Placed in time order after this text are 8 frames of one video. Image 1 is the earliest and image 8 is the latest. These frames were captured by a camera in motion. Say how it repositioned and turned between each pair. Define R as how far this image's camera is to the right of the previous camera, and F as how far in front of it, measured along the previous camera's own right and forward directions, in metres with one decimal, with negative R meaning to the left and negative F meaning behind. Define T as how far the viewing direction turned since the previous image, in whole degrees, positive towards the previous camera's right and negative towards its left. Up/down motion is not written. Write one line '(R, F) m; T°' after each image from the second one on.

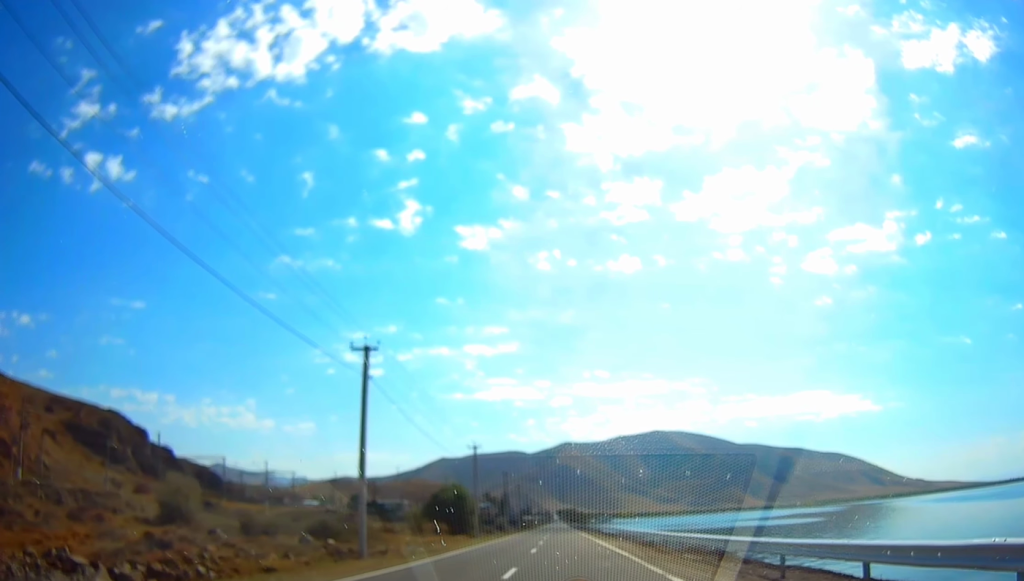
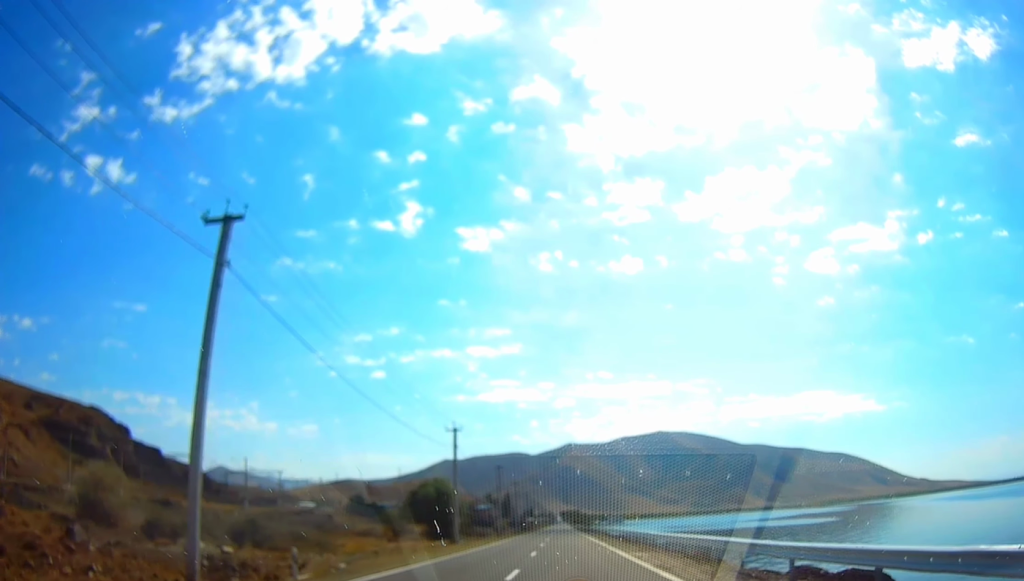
(0.0, +12.4) m; 0°
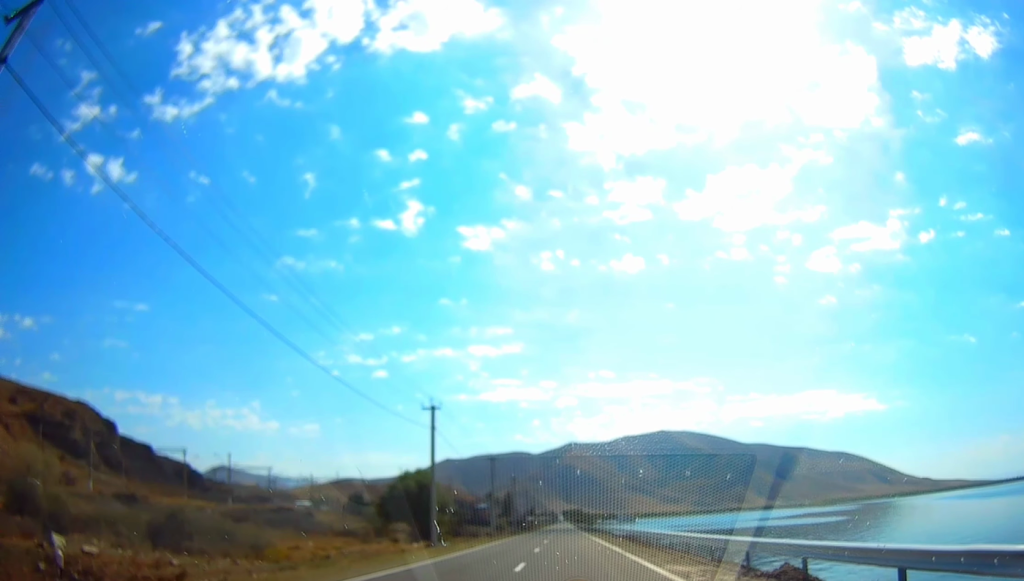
(0.0, +9.0) m; 0°
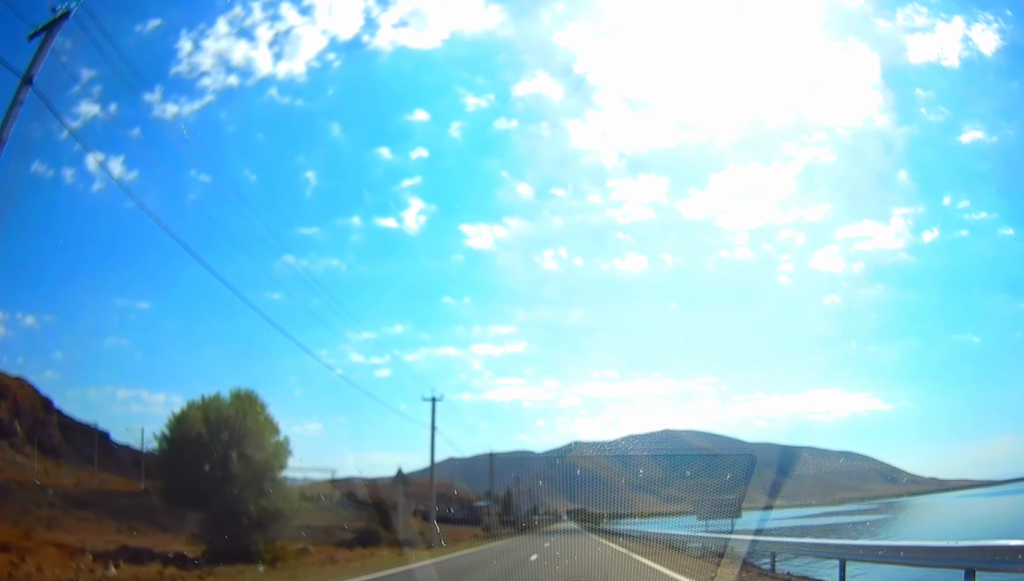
(+0.1, +33.8) m; 0°
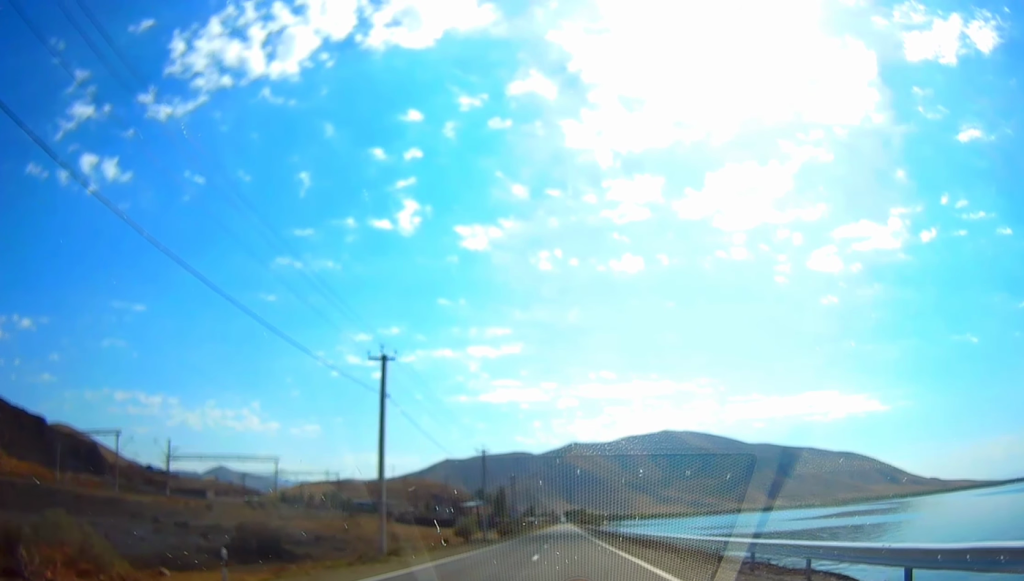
(+0.2, +38.1) m; +1°
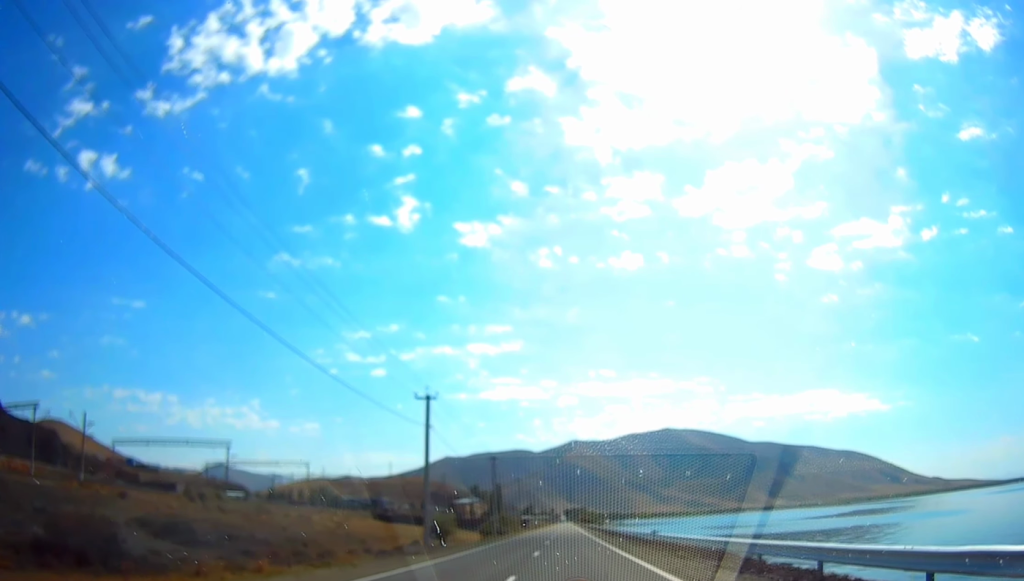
(0.0, +24.9) m; 0°
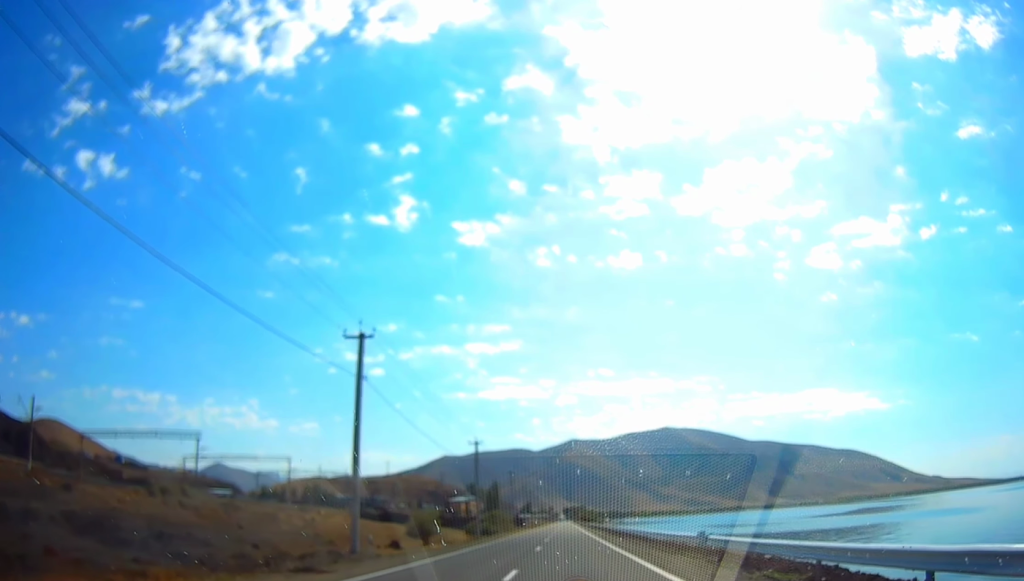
(0.0, +12.0) m; 0°
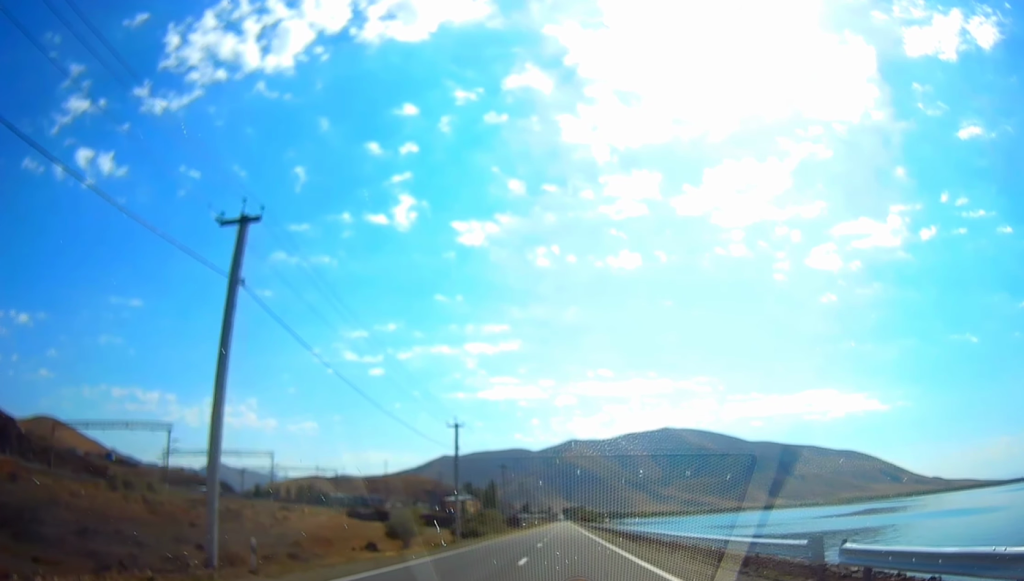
(0.0, +10.1) m; 0°
